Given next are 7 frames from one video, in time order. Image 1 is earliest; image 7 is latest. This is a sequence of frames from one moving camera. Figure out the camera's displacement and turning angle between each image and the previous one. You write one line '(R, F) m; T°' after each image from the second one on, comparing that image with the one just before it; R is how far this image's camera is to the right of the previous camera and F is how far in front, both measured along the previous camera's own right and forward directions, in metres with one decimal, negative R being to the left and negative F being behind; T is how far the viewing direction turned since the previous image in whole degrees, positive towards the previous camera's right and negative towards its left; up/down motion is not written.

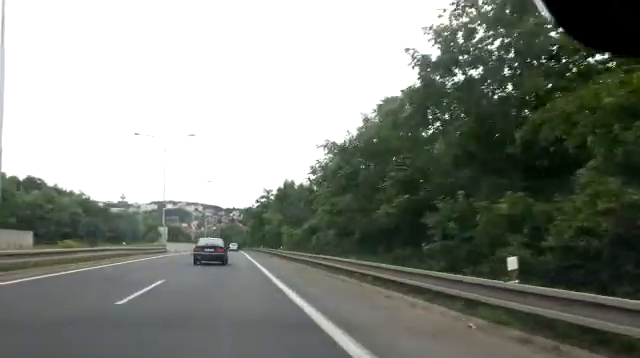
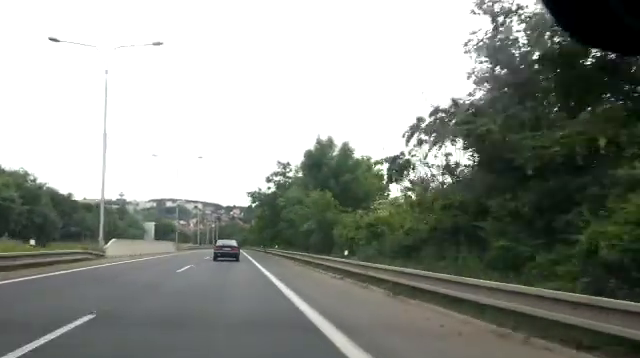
(0.0, +24.9) m; 0°
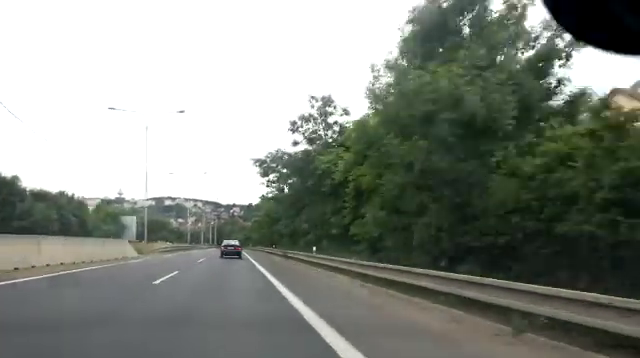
(-0.1, +22.9) m; 0°
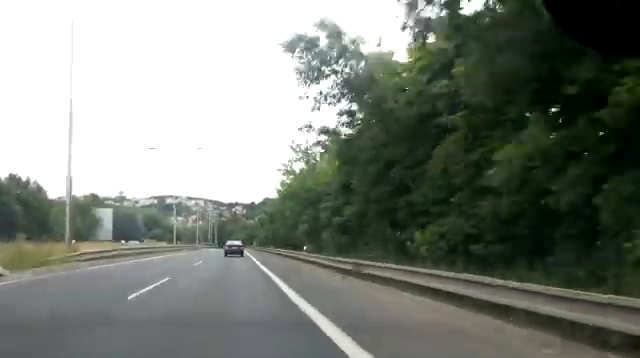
(+0.1, +21.1) m; 0°
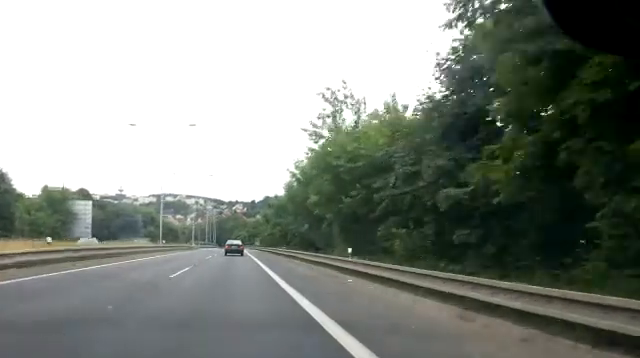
(0.0, +11.6) m; 0°
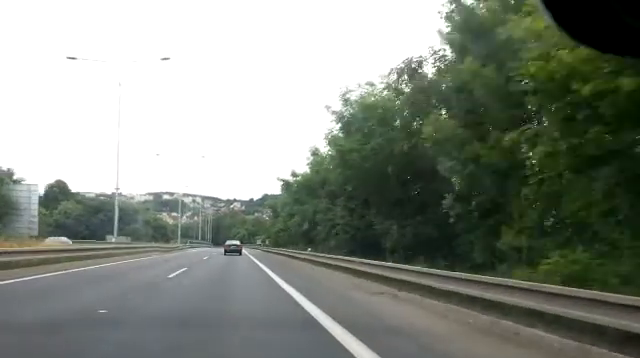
(0.0, +18.1) m; 0°
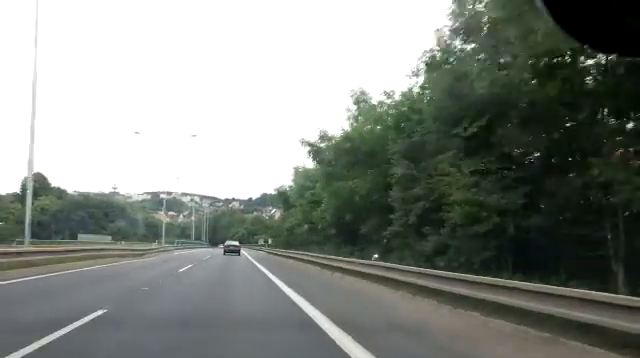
(0.0, +13.5) m; 0°
